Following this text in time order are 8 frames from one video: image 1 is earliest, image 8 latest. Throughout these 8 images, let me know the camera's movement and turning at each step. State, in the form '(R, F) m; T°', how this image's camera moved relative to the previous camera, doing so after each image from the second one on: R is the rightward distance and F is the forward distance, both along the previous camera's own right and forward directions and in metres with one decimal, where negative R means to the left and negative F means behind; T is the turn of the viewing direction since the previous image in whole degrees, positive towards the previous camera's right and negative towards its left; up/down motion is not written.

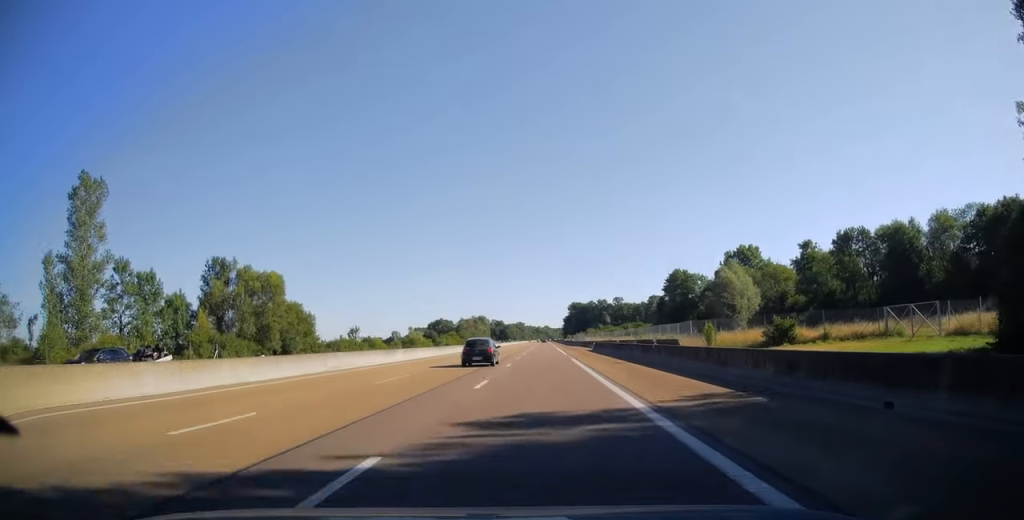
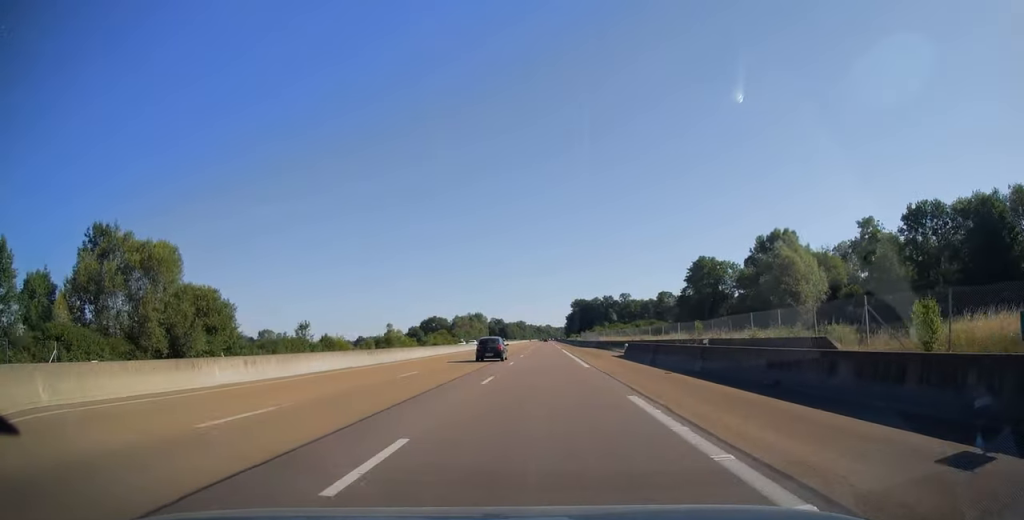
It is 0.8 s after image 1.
(0.0, +24.8) m; 0°
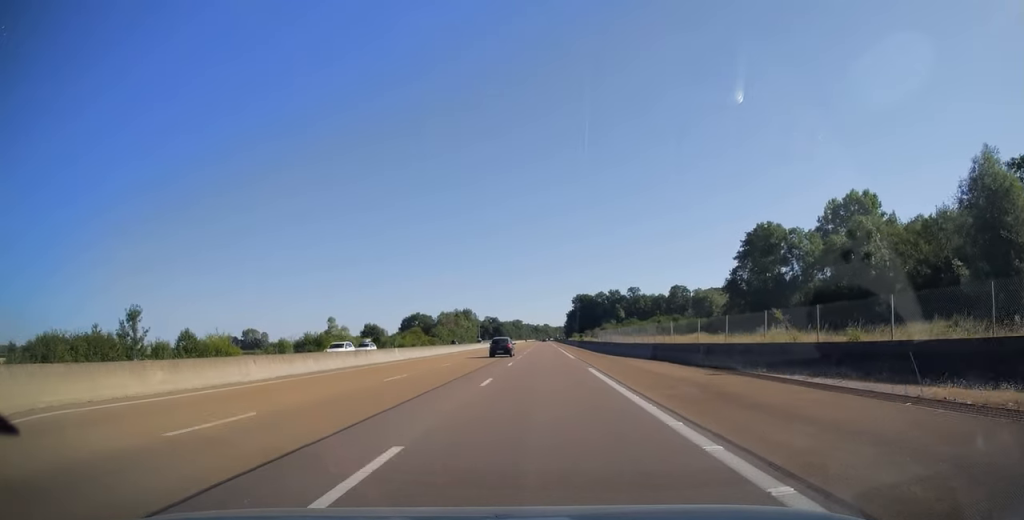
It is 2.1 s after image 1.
(+0.2, +39.3) m; 0°
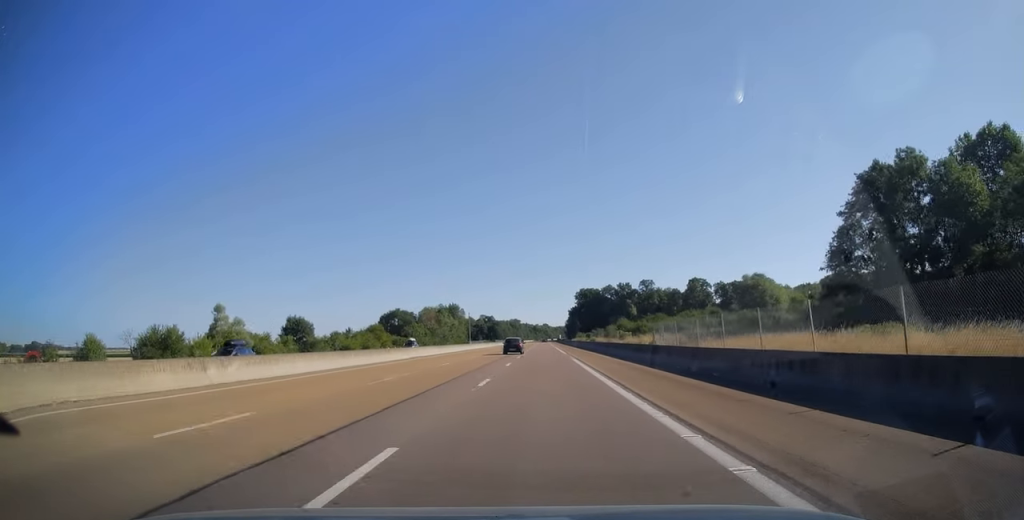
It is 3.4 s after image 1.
(-0.2, +38.9) m; 0°
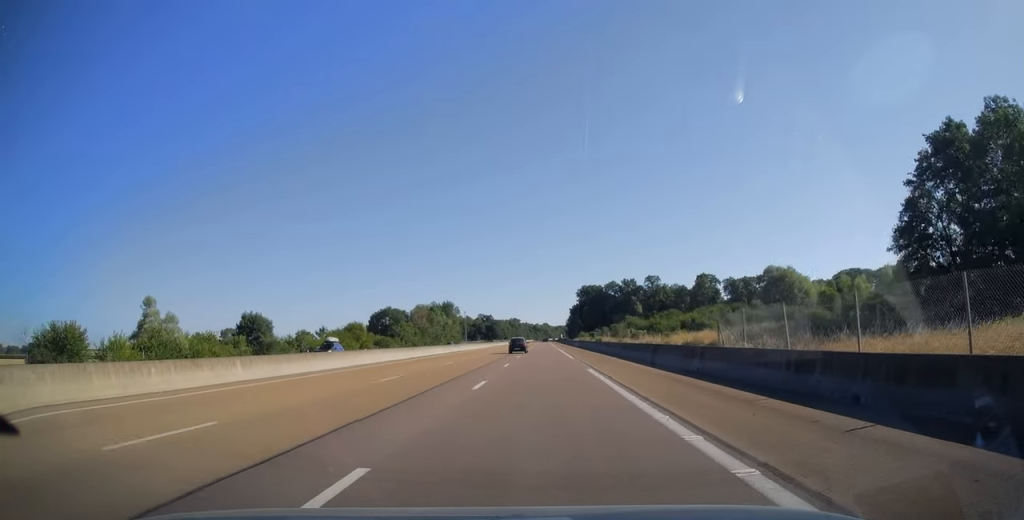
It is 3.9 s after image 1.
(0.0, +14.1) m; 0°
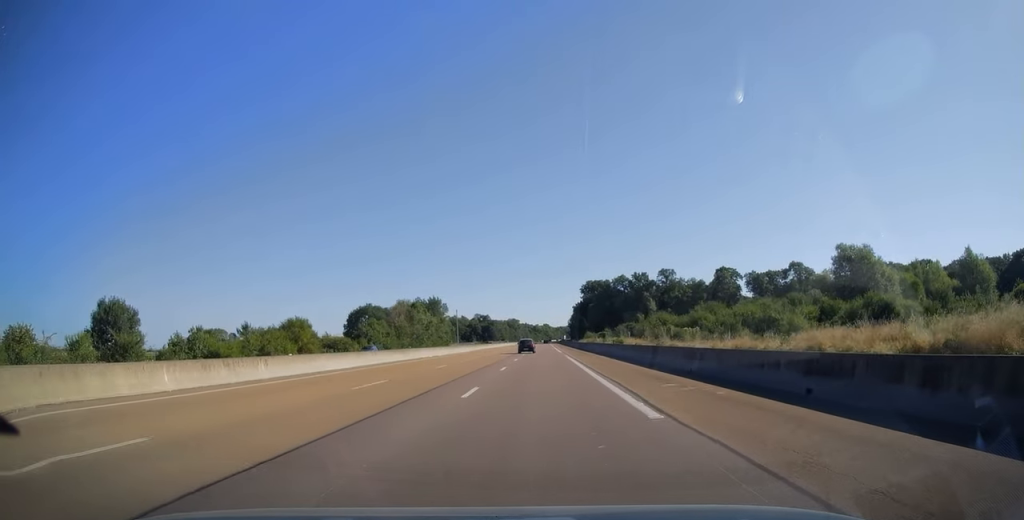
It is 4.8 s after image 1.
(0.0, +27.7) m; 0°
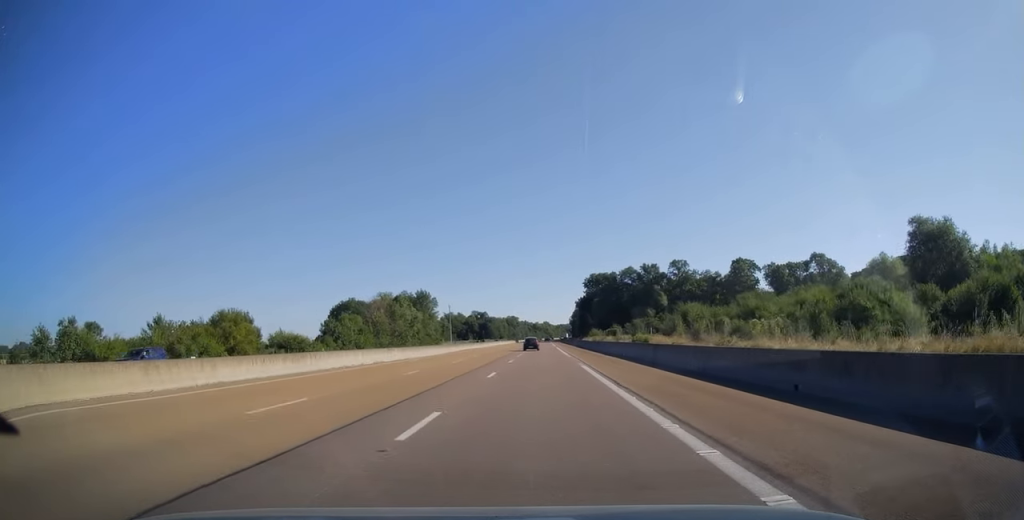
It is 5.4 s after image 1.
(0.0, +19.2) m; 0°
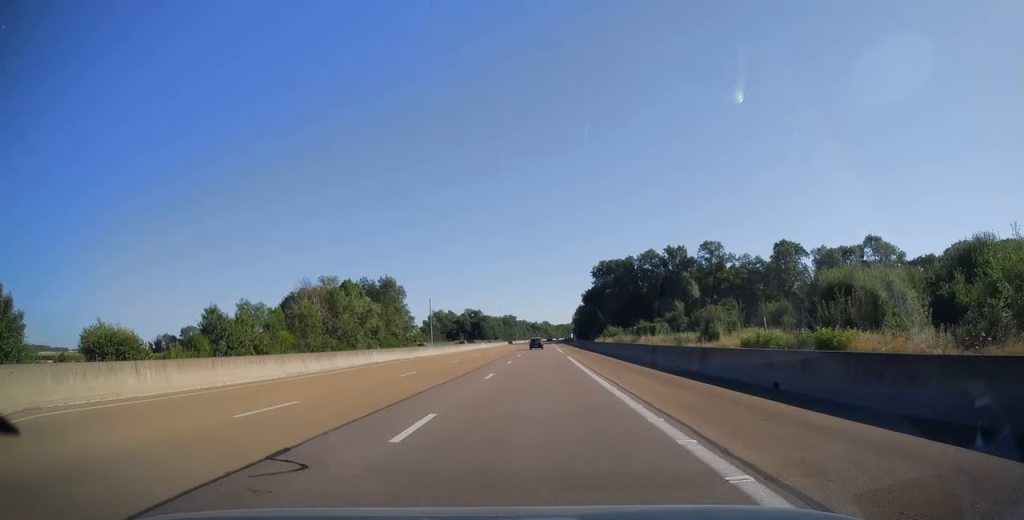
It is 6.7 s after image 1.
(-0.1, +39.1) m; 0°
